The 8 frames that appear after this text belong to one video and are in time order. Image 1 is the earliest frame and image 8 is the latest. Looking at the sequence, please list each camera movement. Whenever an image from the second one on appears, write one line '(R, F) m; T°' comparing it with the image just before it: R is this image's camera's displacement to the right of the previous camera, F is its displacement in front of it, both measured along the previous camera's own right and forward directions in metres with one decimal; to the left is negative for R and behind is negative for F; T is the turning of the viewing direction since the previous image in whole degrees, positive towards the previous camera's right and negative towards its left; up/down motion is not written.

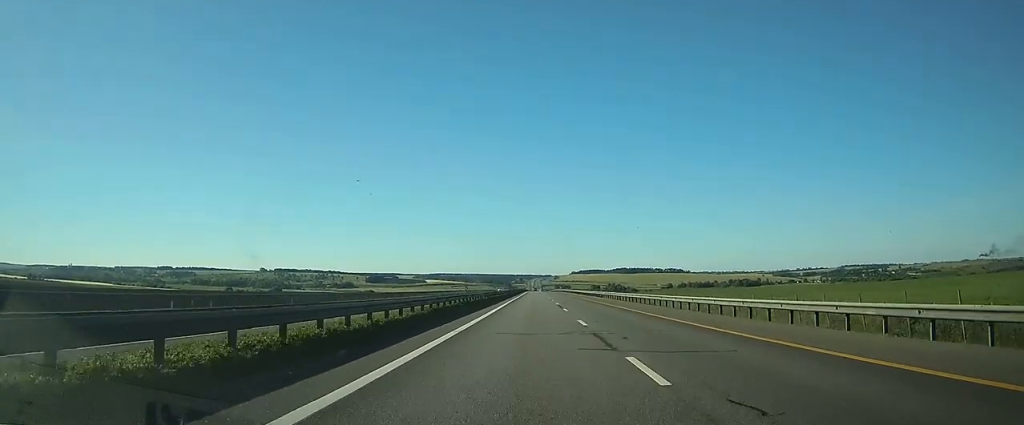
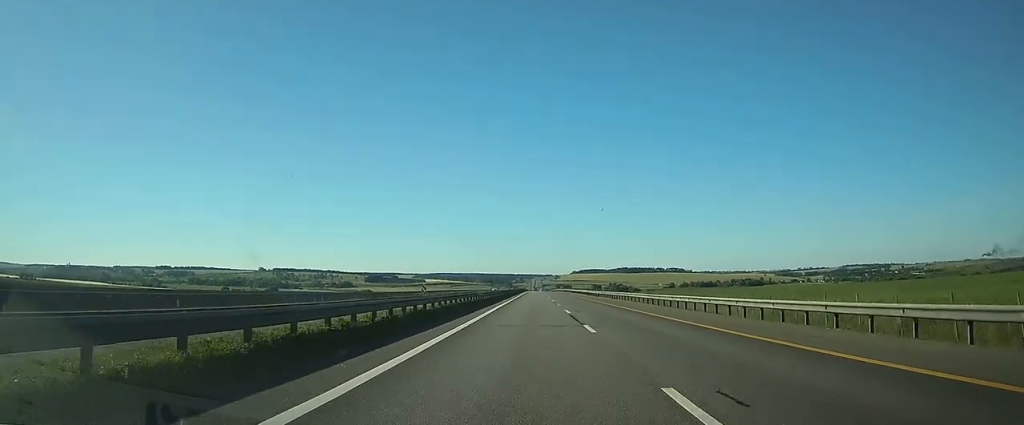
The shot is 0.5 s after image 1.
(0.0, +15.4) m; 0°
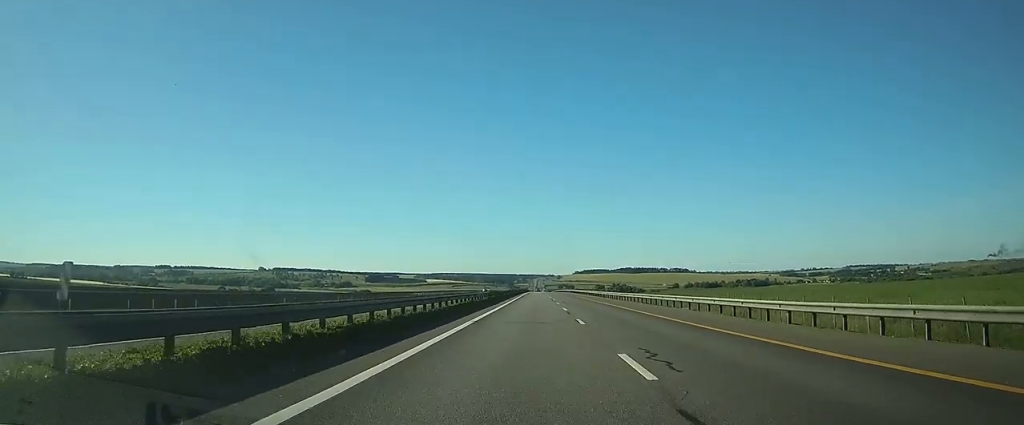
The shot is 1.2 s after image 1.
(-0.1, +20.5) m; 0°
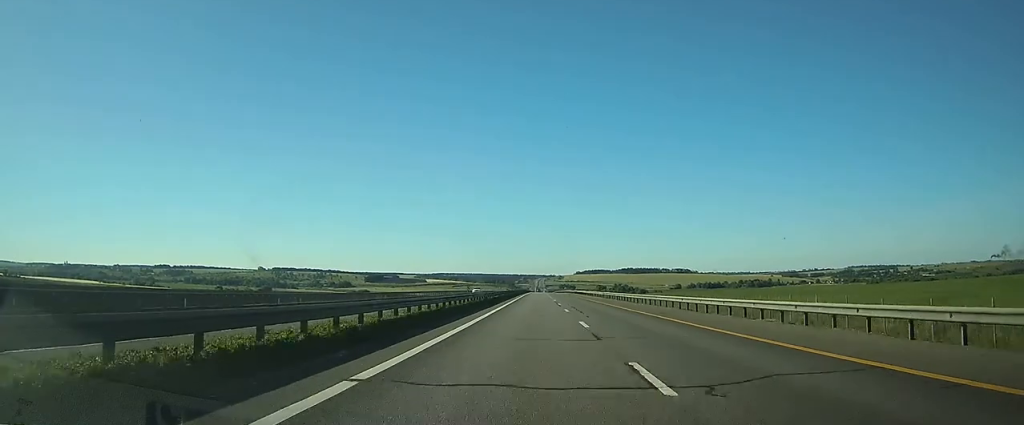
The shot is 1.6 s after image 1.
(0.0, +13.3) m; 0°
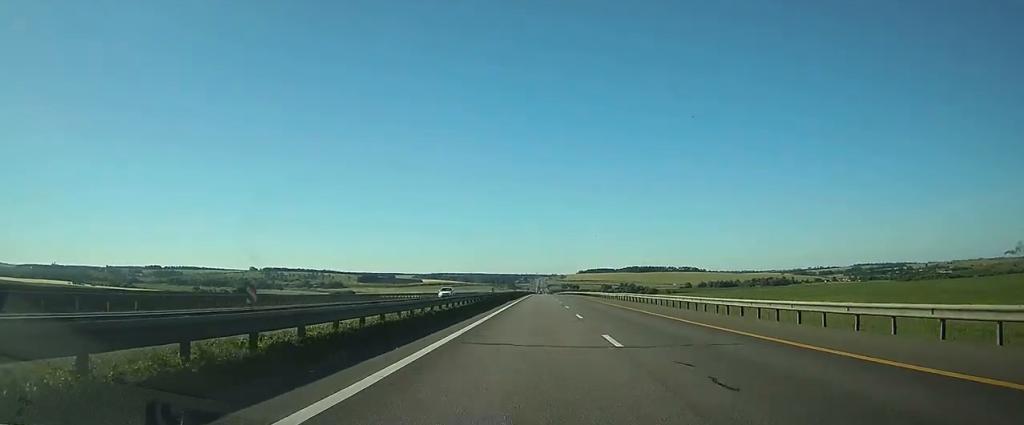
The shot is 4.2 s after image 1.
(-0.2, +78.6) m; 0°
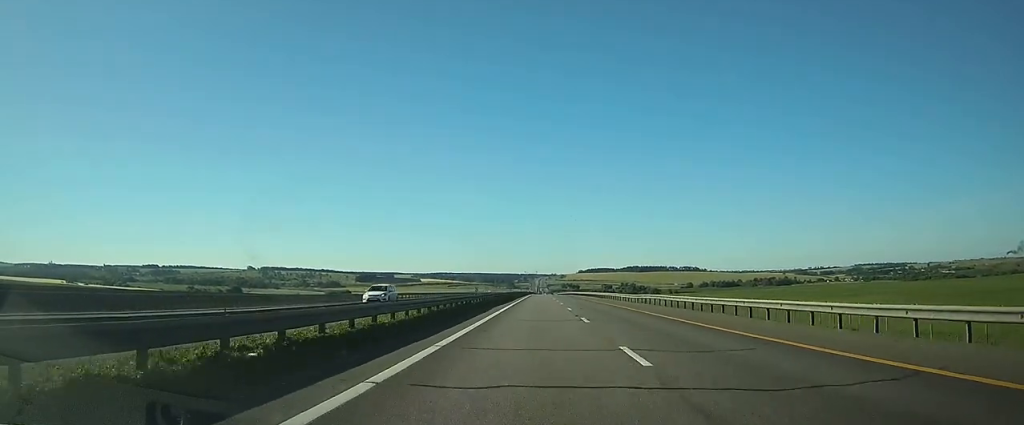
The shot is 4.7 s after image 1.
(0.0, +14.9) m; 0°
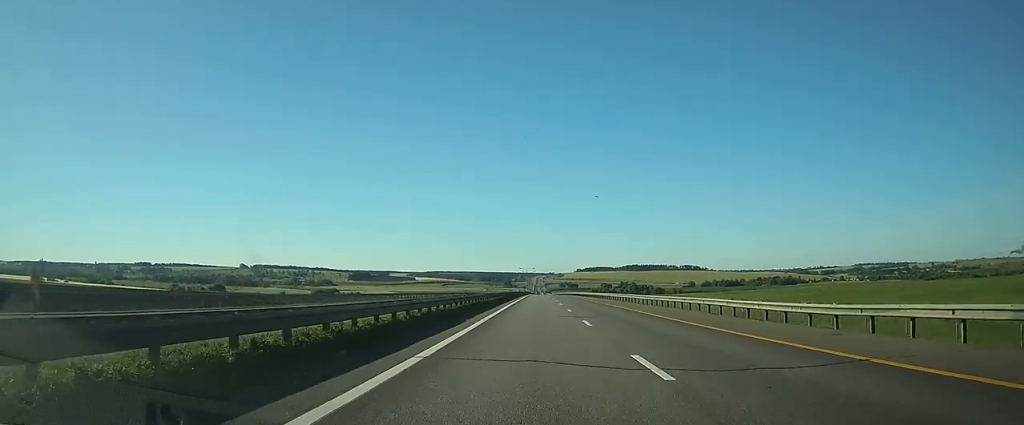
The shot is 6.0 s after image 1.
(-0.1, +37.5) m; 0°
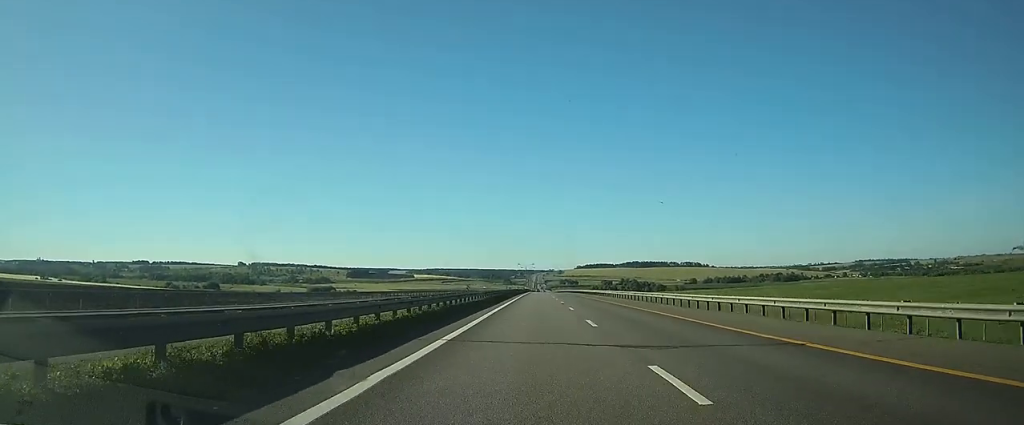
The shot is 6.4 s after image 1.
(0.0, +13.8) m; 0°
